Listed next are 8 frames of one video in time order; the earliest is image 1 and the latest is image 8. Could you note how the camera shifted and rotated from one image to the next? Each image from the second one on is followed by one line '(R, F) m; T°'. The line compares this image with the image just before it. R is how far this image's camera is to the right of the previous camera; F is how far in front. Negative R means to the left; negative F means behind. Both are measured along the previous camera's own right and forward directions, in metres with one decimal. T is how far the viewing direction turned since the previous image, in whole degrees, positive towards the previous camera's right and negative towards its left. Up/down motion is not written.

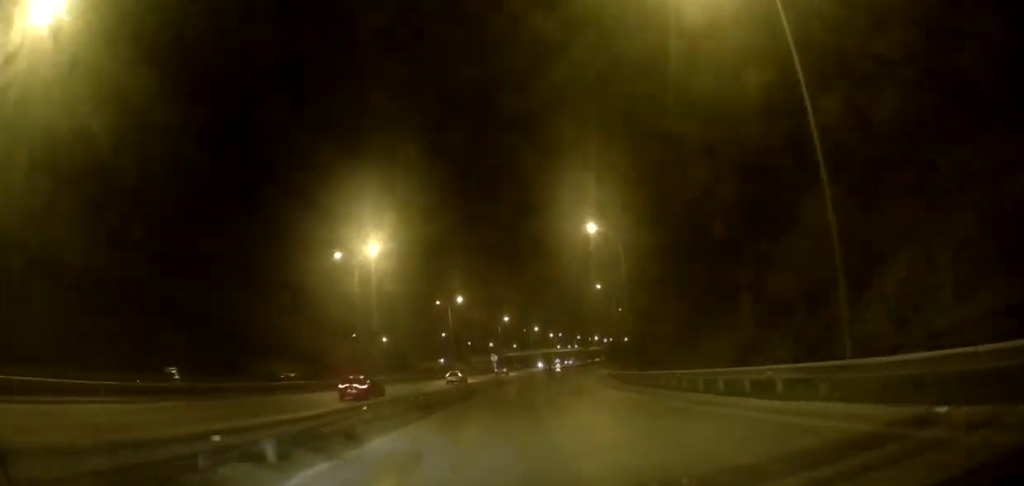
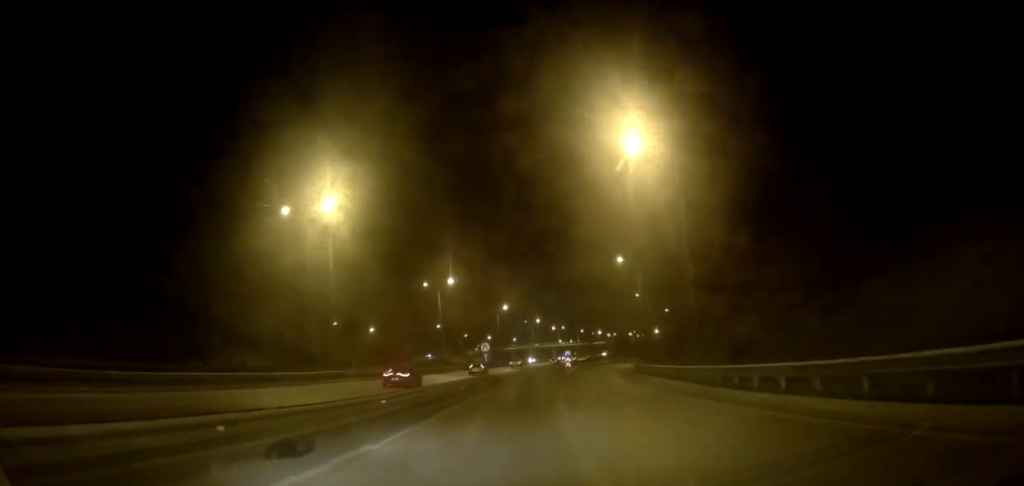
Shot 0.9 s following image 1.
(-0.1, +15.1) m; +1°
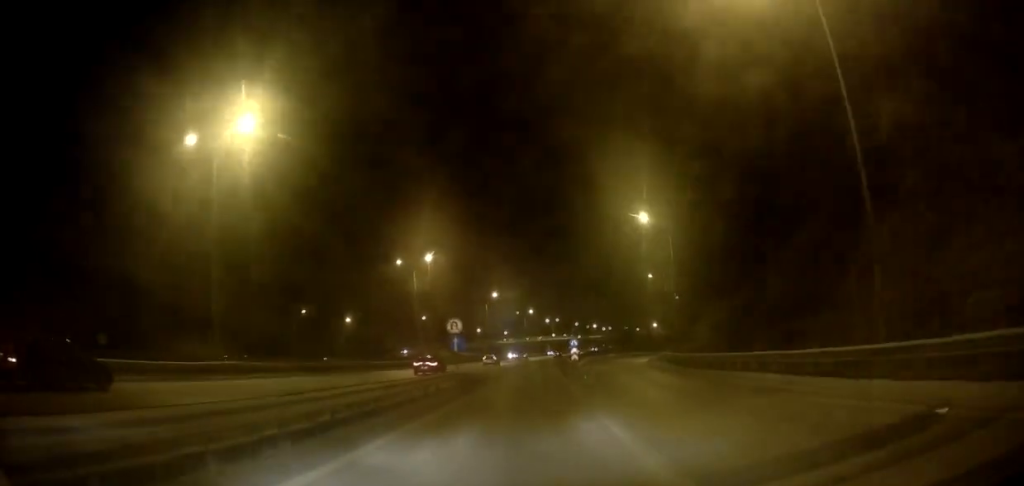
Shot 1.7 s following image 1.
(+0.5, +14.3) m; +1°
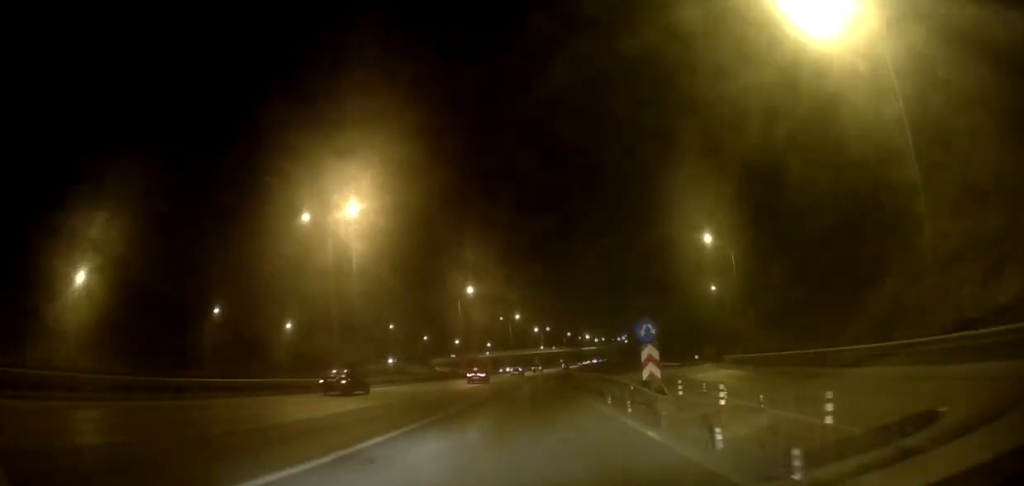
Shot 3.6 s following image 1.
(0.0, +29.8) m; +1°
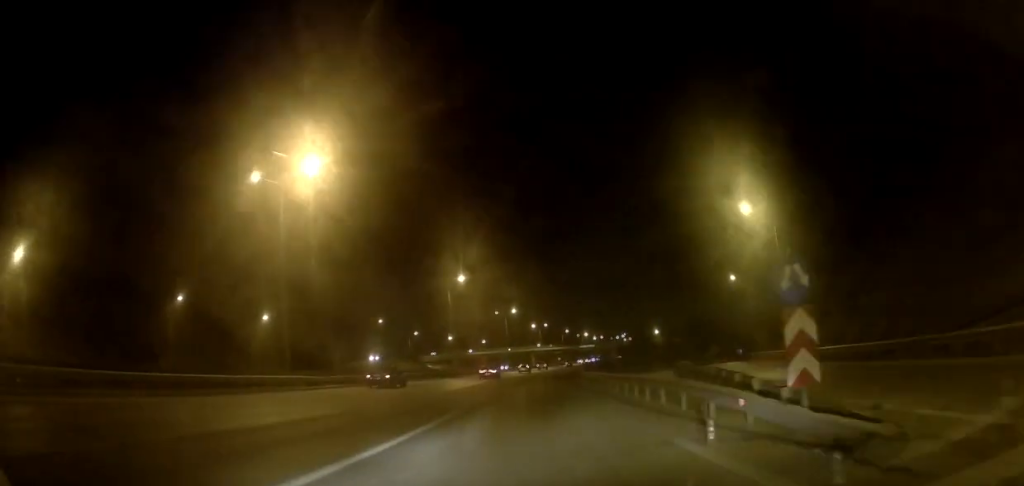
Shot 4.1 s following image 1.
(0.0, +9.6) m; 0°
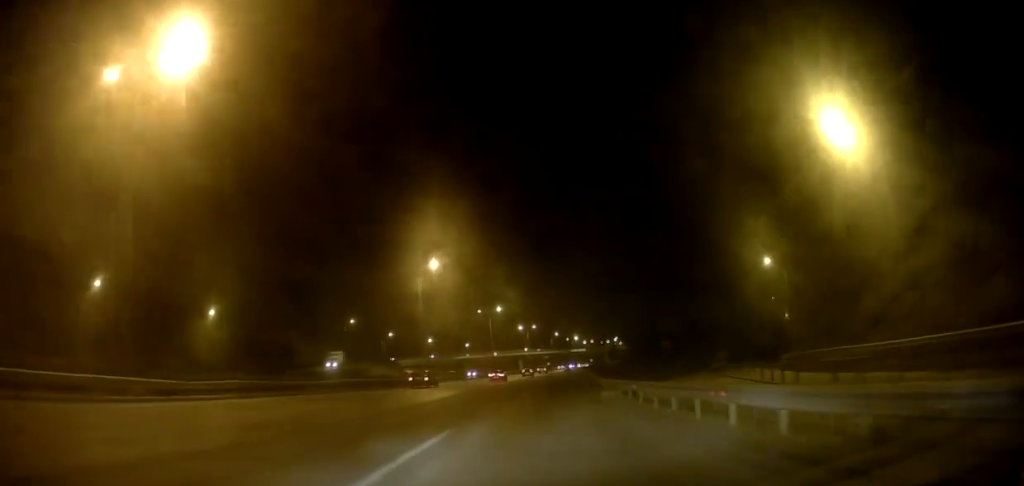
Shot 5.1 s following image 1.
(0.0, +15.7) m; +1°
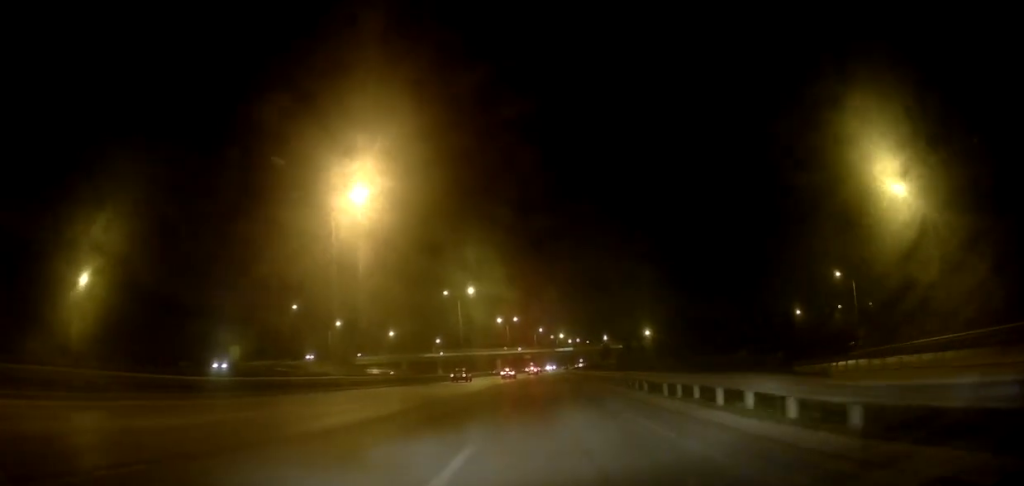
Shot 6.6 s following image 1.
(+0.8, +27.1) m; +2°
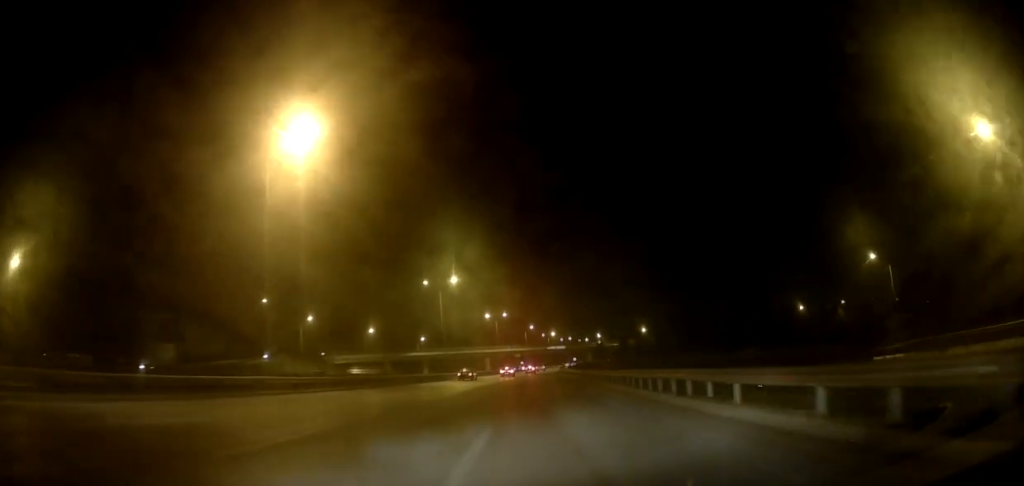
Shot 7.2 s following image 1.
(-0.2, +10.4) m; 0°
